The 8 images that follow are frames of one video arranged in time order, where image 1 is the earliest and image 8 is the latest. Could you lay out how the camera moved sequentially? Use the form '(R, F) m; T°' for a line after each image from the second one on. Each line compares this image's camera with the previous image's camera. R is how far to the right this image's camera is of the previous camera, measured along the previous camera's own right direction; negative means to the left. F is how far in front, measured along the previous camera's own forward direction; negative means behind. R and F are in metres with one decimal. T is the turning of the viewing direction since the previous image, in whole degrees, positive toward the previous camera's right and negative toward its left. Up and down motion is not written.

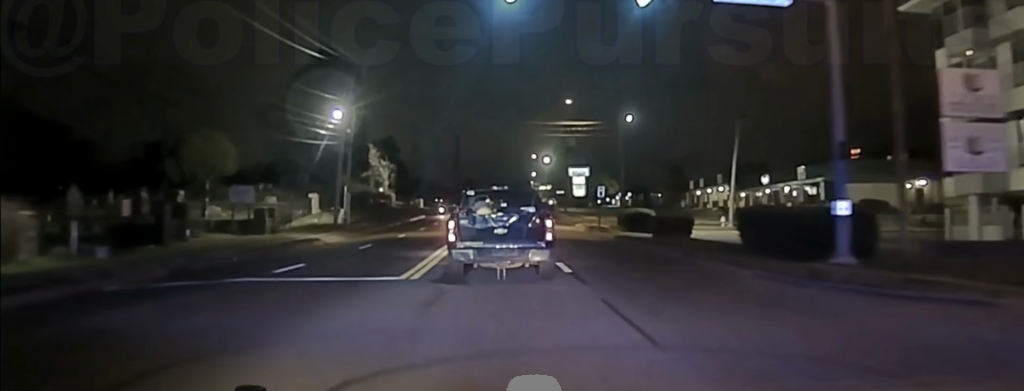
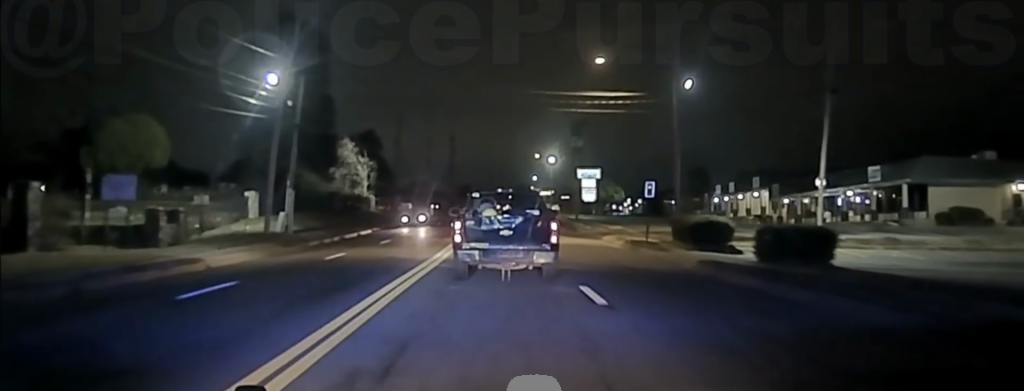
(+0.1, +18.8) m; 0°
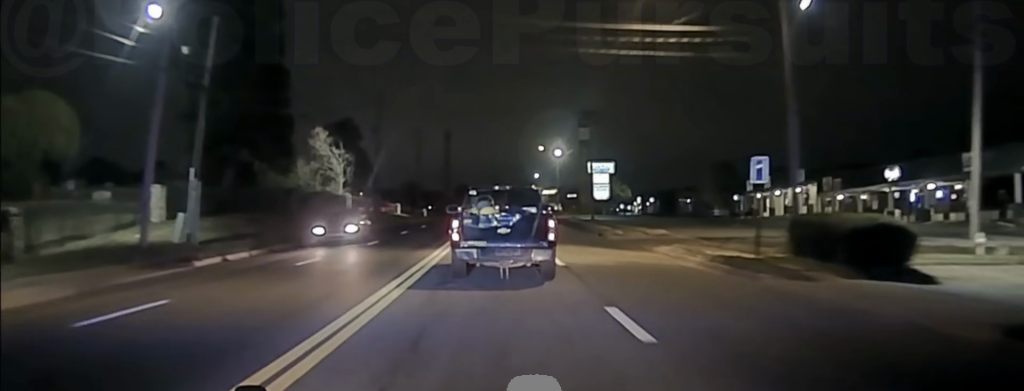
(-0.1, +15.3) m; 0°
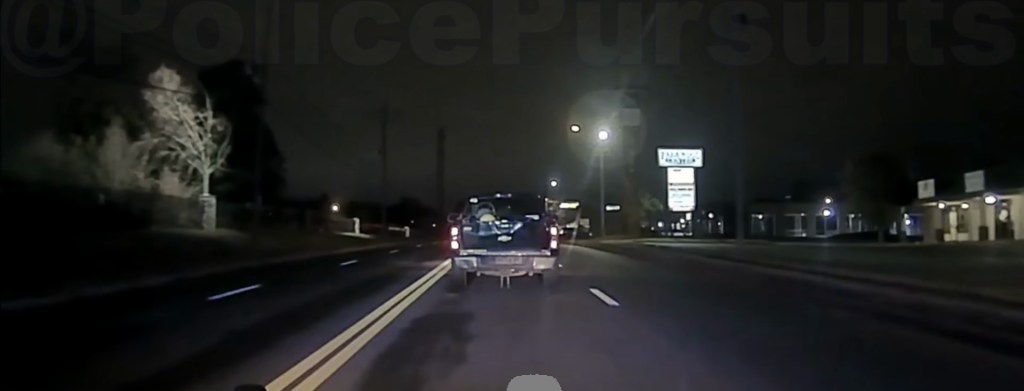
(+0.4, +39.5) m; 0°
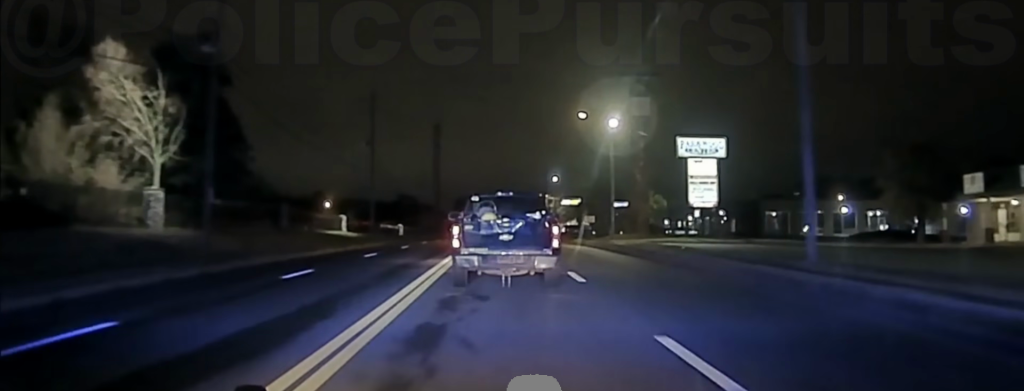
(-0.1, +7.4) m; 0°
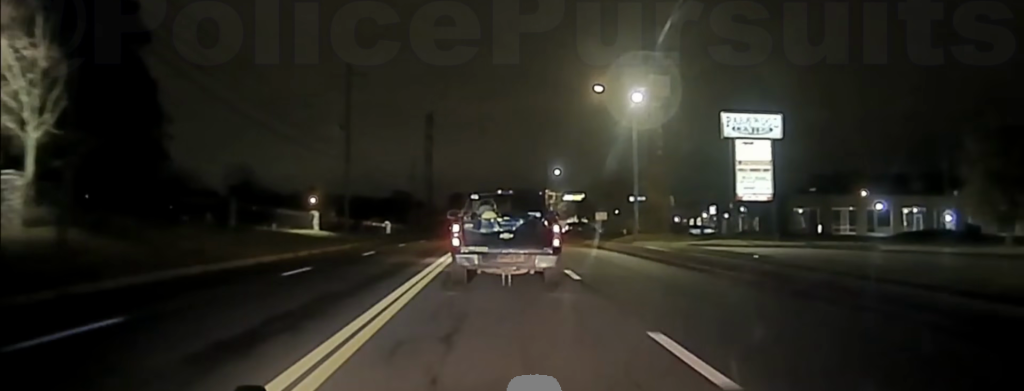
(0.0, +12.9) m; 0°
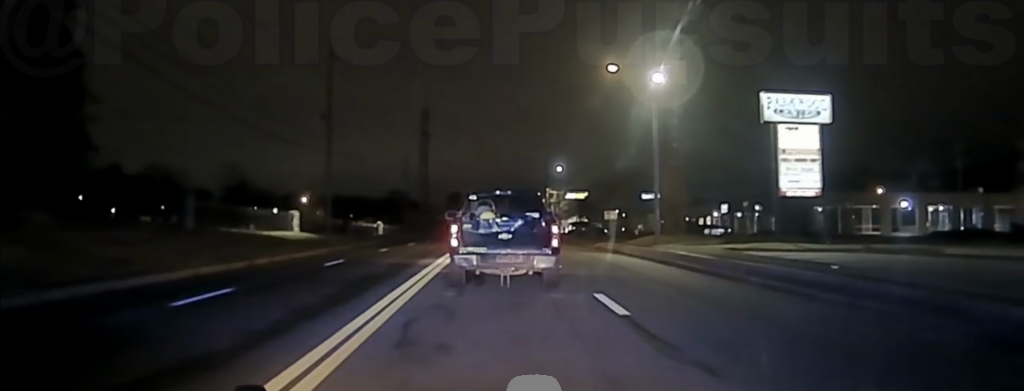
(+0.2, +8.0) m; 0°
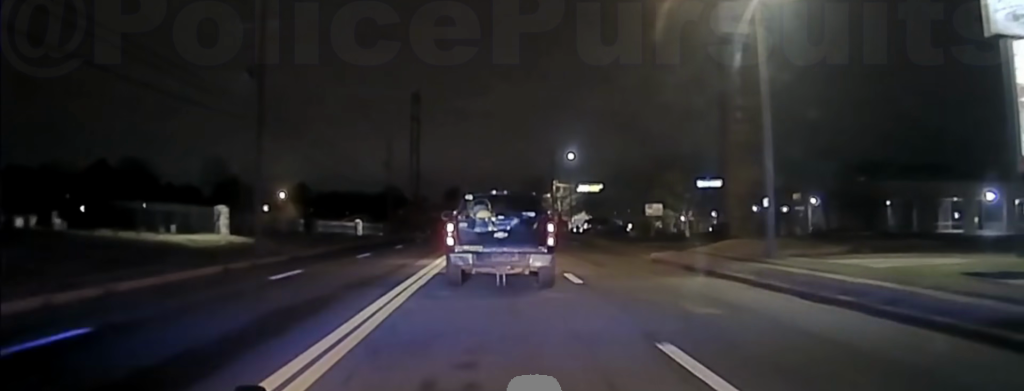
(-0.2, +19.7) m; -1°
